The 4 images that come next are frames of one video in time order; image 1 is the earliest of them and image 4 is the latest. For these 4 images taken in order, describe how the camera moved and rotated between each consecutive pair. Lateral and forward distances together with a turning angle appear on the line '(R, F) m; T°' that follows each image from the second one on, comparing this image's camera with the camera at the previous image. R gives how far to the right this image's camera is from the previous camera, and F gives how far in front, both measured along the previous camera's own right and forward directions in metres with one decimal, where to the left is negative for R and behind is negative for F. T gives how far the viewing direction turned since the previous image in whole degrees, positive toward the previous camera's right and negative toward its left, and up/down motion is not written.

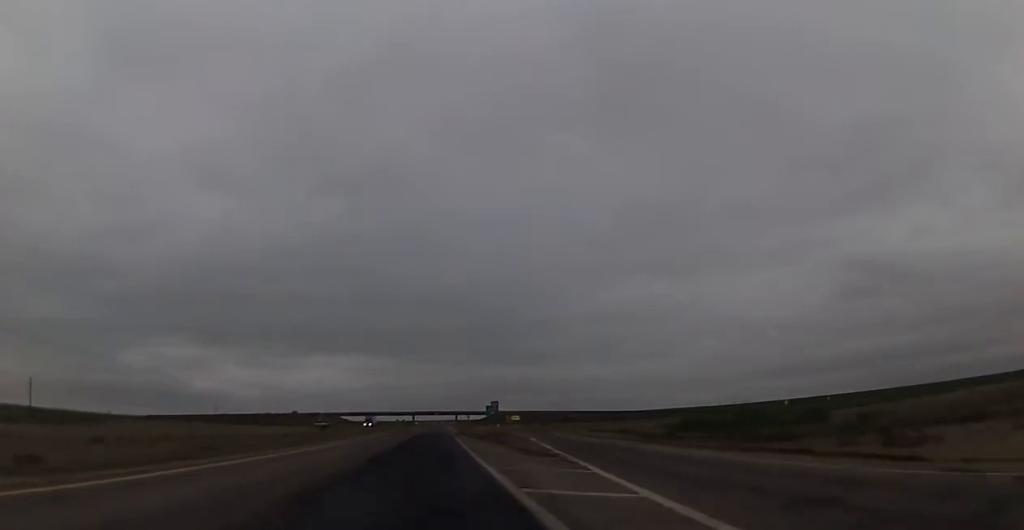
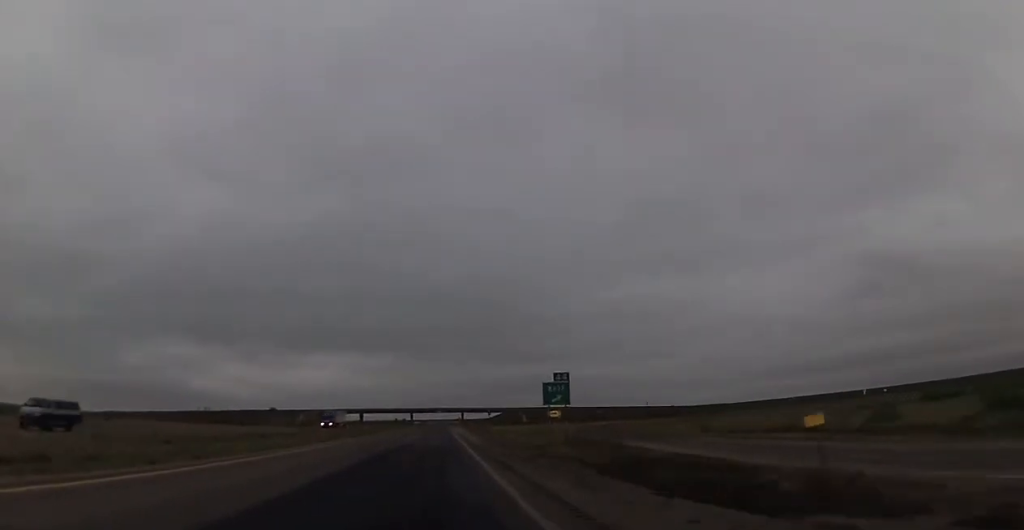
(+0.3, +53.8) m; 0°
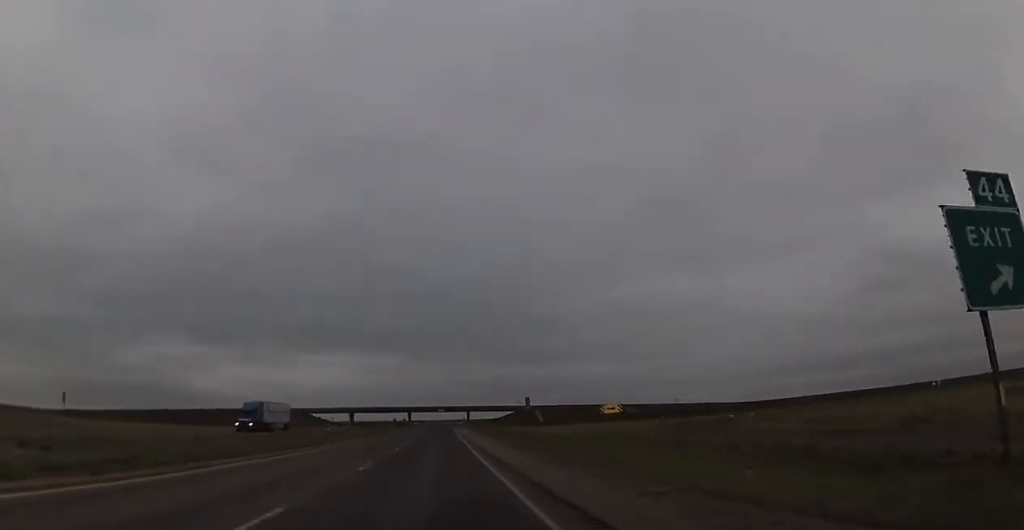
(-0.5, +37.8) m; 0°
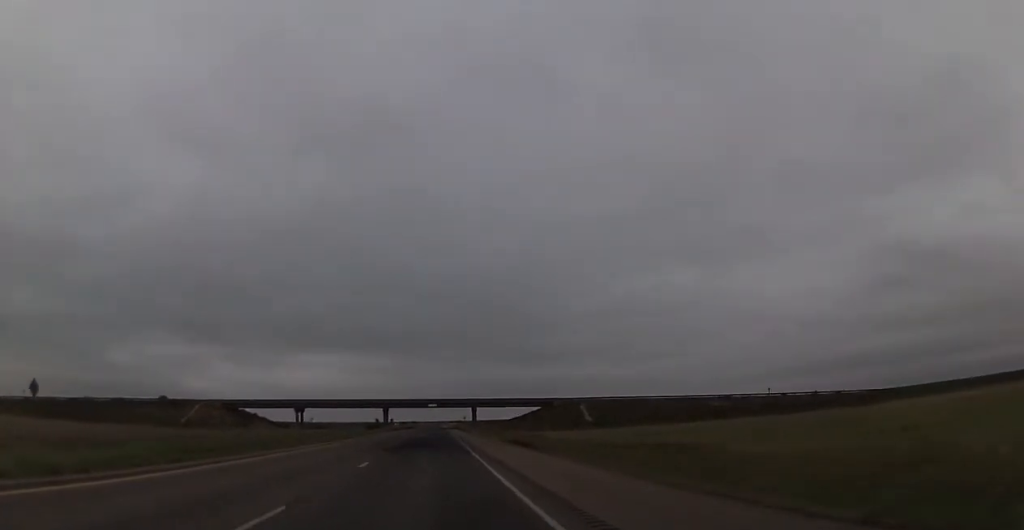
(+0.9, +84.2) m; +1°
